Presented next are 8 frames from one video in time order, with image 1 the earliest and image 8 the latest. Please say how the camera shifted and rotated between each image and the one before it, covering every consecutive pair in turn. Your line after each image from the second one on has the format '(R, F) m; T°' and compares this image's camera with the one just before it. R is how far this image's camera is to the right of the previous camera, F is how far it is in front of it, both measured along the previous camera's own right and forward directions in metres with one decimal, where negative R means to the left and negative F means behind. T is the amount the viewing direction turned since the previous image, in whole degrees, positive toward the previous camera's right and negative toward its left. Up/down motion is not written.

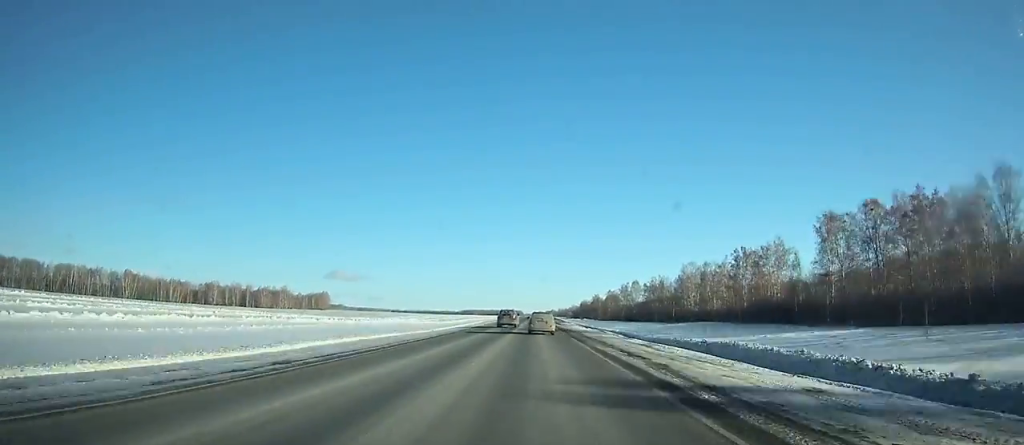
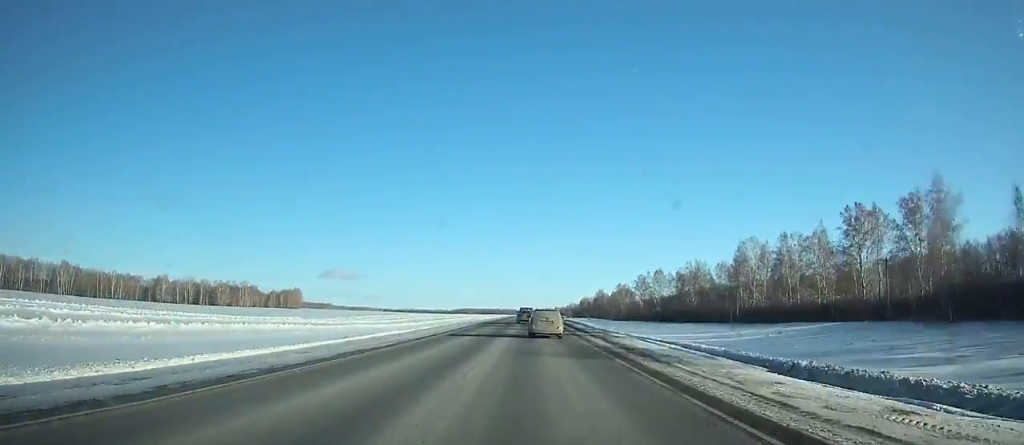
(-0.2, +59.4) m; 0°
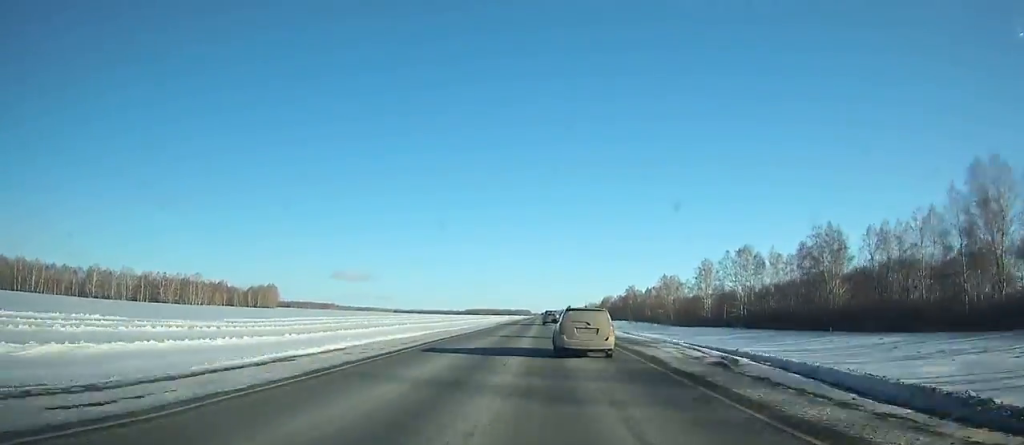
(-0.1, +80.2) m; 0°
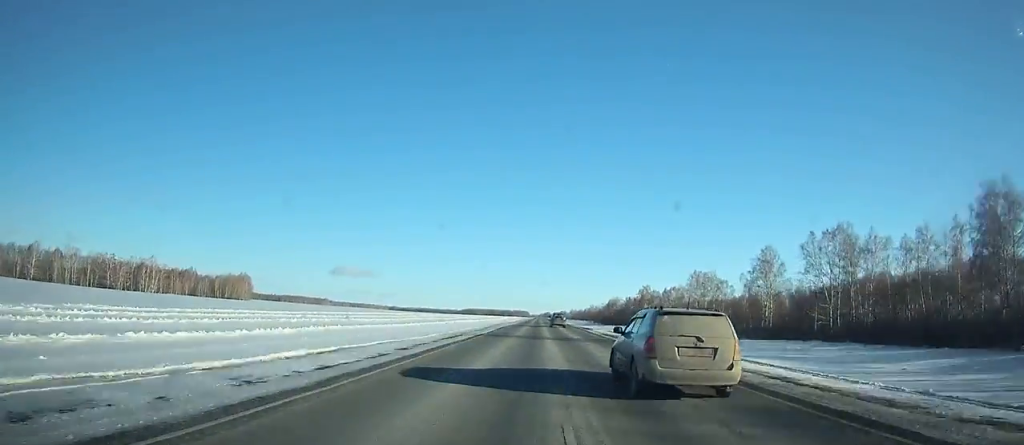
(0.0, +46.2) m; 0°
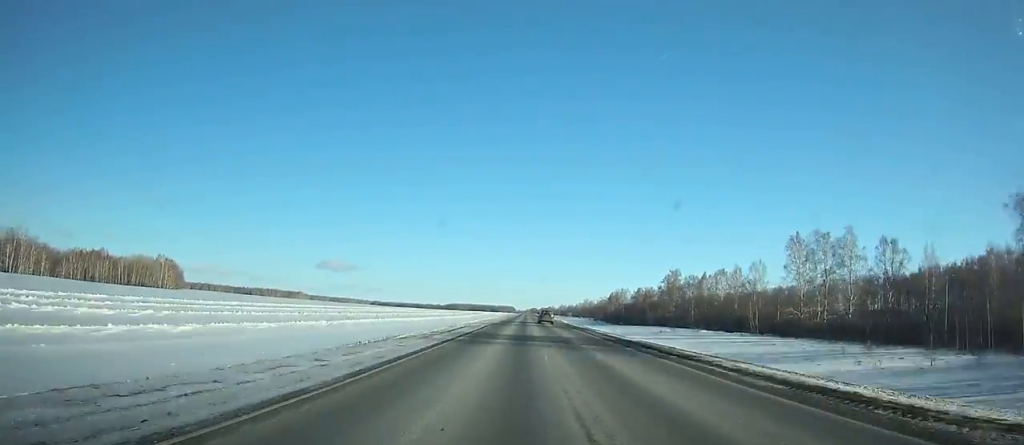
(-0.5, +87.4) m; 0°
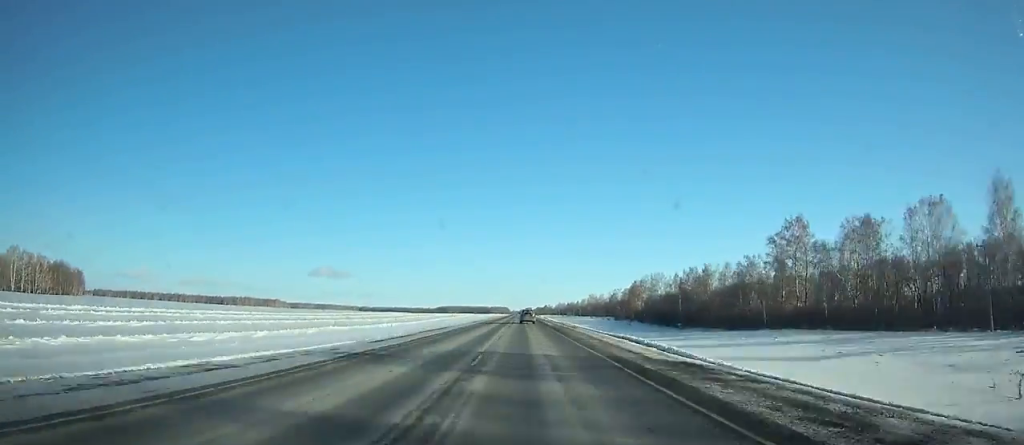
(+1.2, +112.6) m; +1°
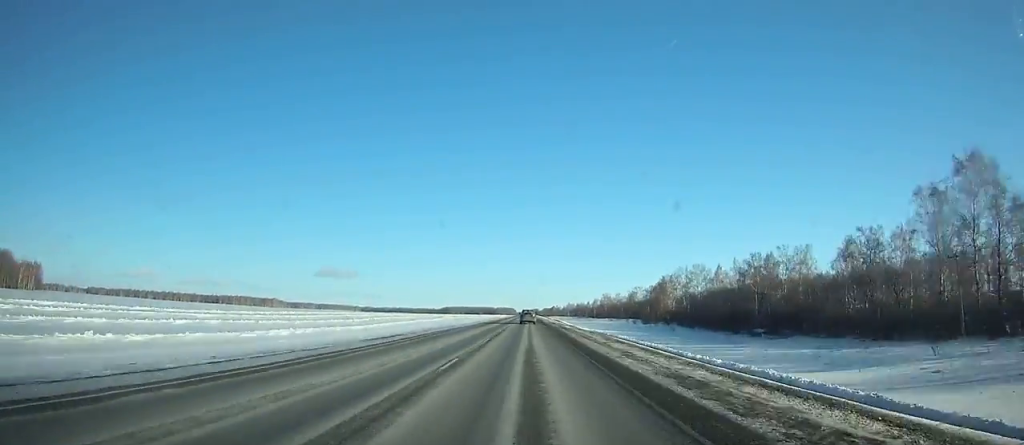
(+0.1, +52.2) m; 0°
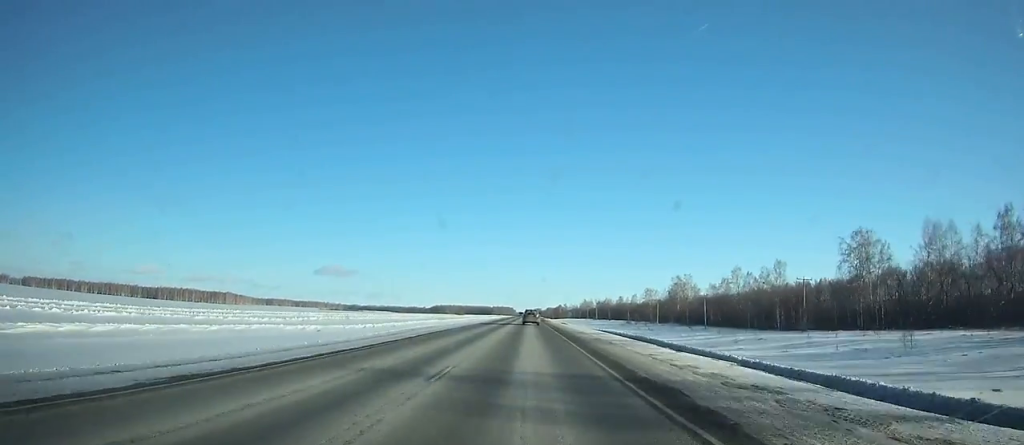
(-0.8, +221.8) m; 0°
